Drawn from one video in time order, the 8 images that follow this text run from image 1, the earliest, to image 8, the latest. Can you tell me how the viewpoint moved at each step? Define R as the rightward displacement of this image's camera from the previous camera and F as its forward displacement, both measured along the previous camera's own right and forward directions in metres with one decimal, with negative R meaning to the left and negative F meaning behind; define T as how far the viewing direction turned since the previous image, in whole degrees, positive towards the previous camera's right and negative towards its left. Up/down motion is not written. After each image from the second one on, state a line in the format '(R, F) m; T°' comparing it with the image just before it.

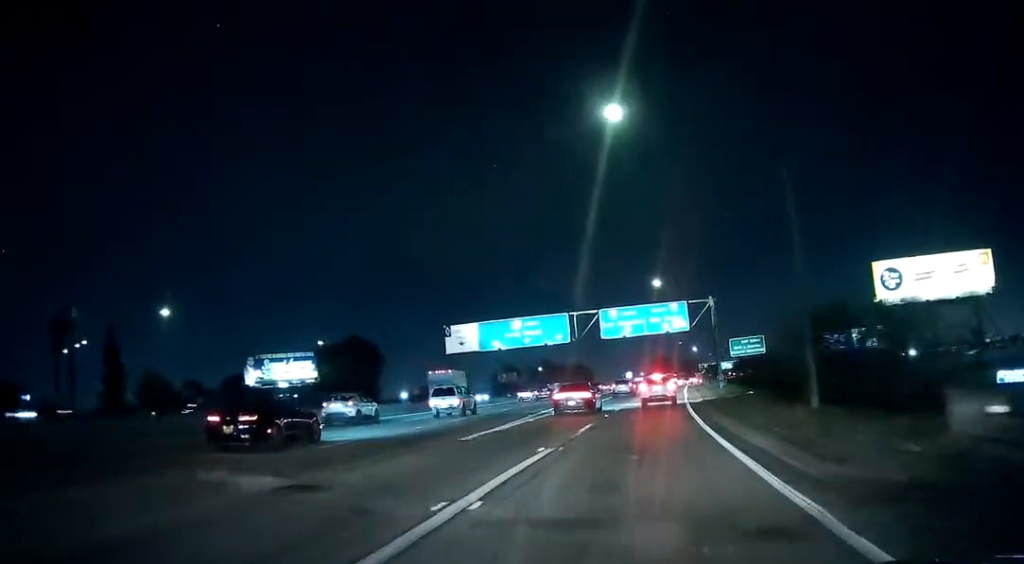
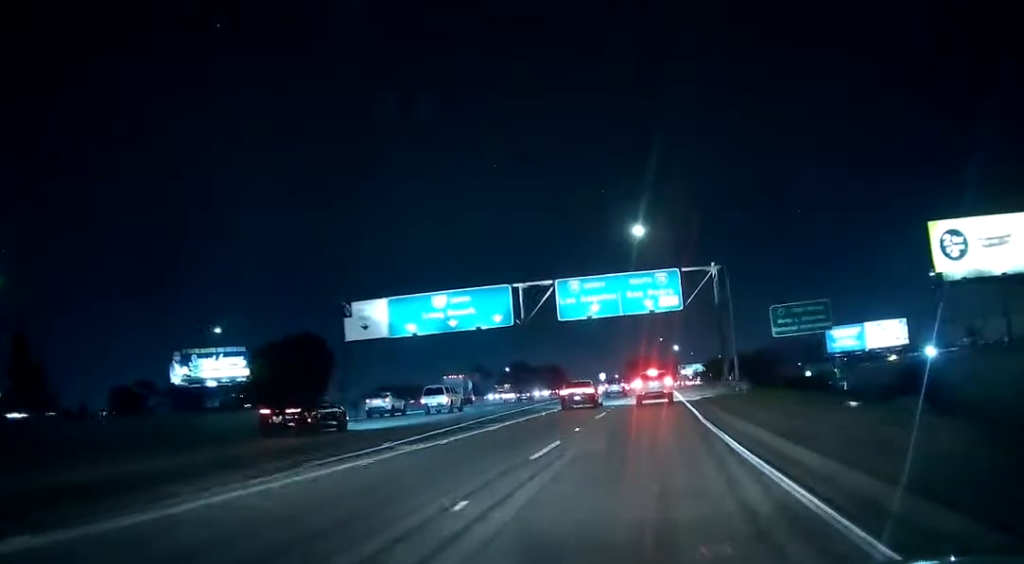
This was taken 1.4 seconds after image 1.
(+0.2, +23.3) m; +1°
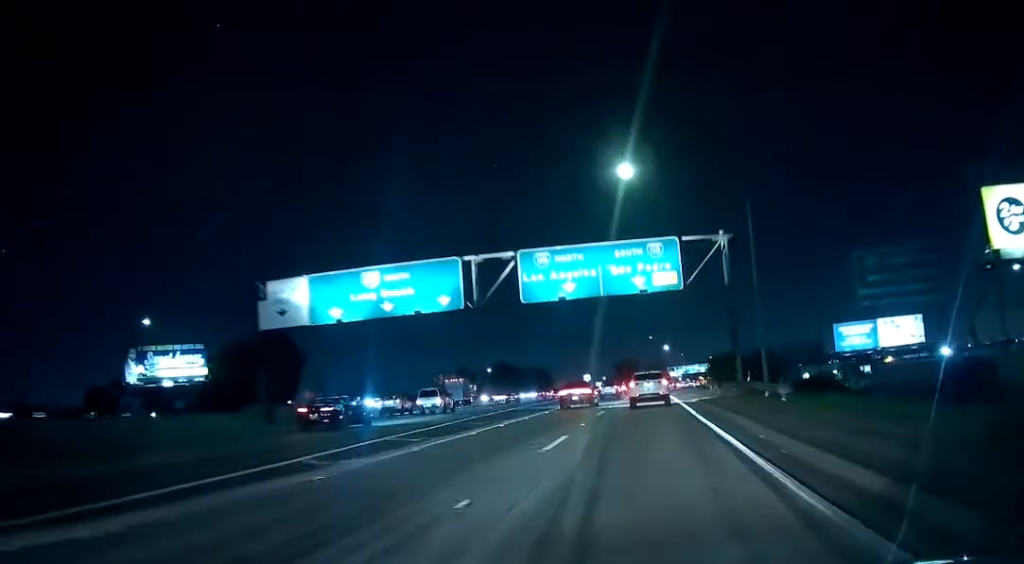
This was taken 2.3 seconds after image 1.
(+0.1, +13.0) m; +1°
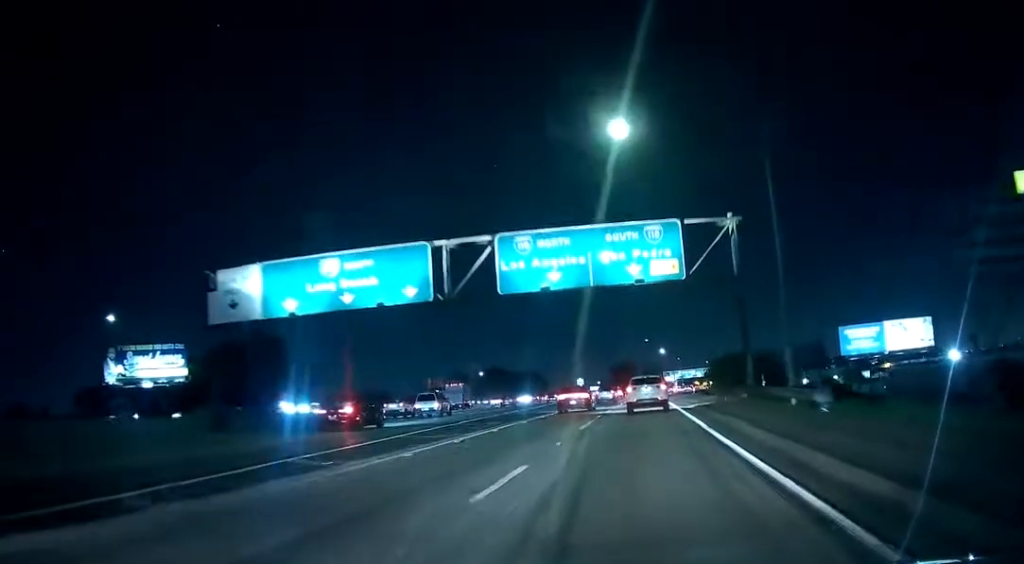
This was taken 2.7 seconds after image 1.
(+0.1, +6.0) m; 0°
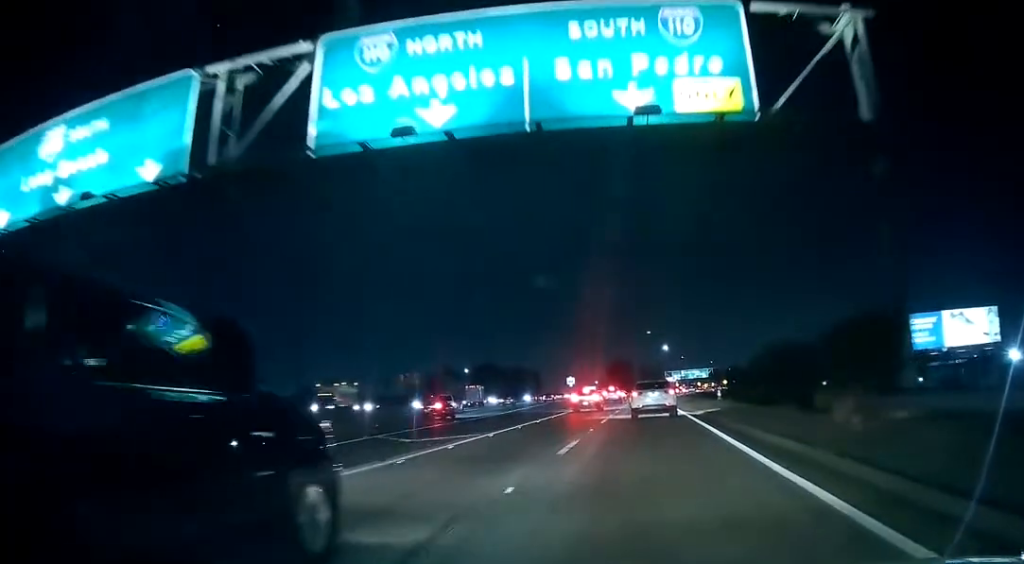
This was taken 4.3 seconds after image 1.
(0.0, +23.0) m; +1°
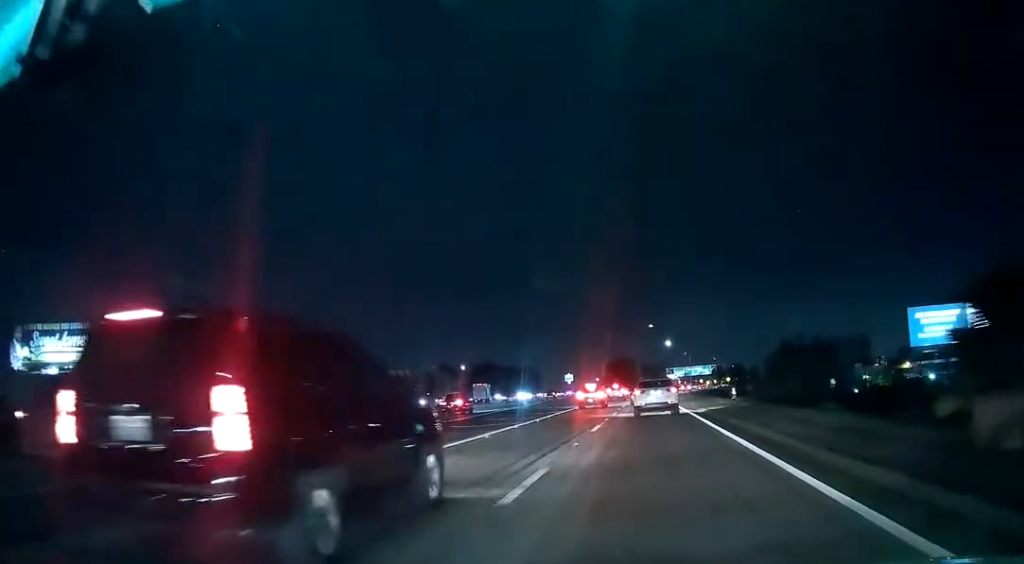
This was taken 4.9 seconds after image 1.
(+0.1, +7.3) m; +1°
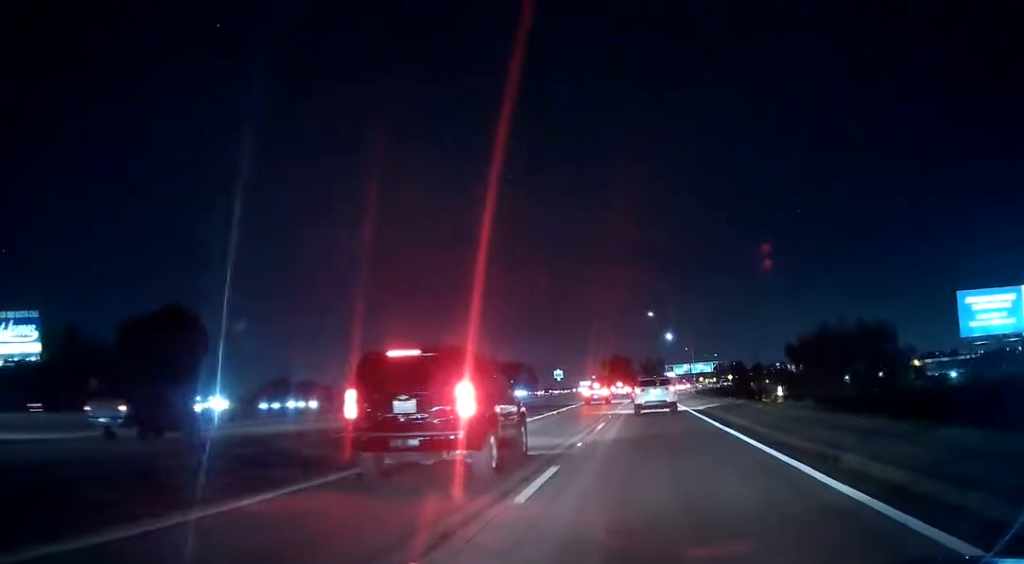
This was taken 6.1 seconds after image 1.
(+0.2, +14.5) m; +2°
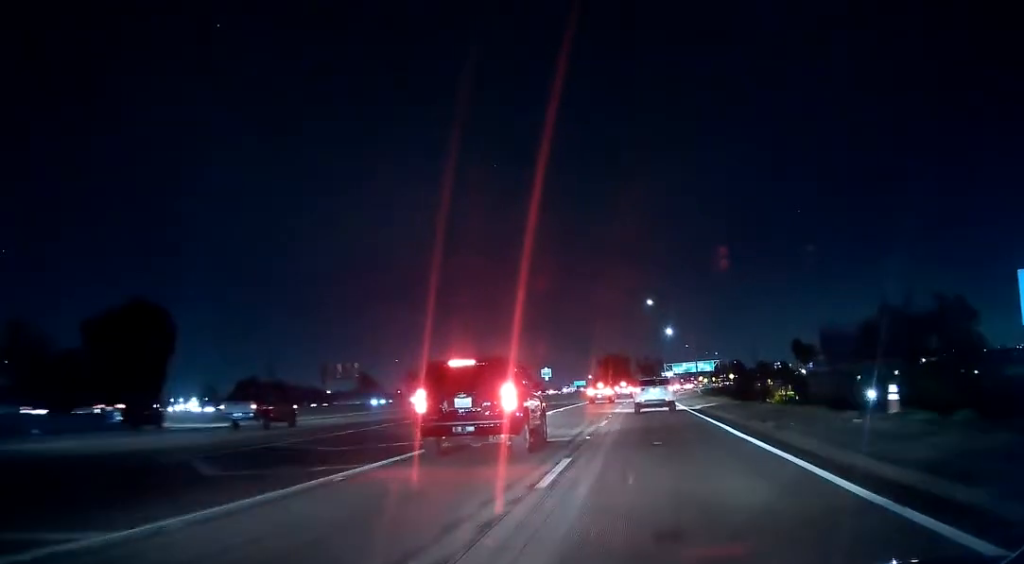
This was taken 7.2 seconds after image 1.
(+0.2, +13.2) m; -1°
